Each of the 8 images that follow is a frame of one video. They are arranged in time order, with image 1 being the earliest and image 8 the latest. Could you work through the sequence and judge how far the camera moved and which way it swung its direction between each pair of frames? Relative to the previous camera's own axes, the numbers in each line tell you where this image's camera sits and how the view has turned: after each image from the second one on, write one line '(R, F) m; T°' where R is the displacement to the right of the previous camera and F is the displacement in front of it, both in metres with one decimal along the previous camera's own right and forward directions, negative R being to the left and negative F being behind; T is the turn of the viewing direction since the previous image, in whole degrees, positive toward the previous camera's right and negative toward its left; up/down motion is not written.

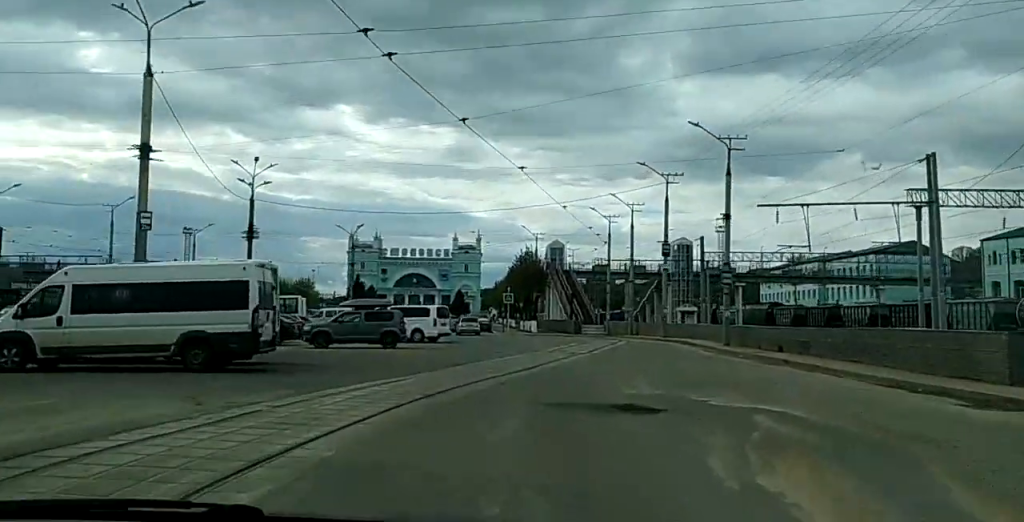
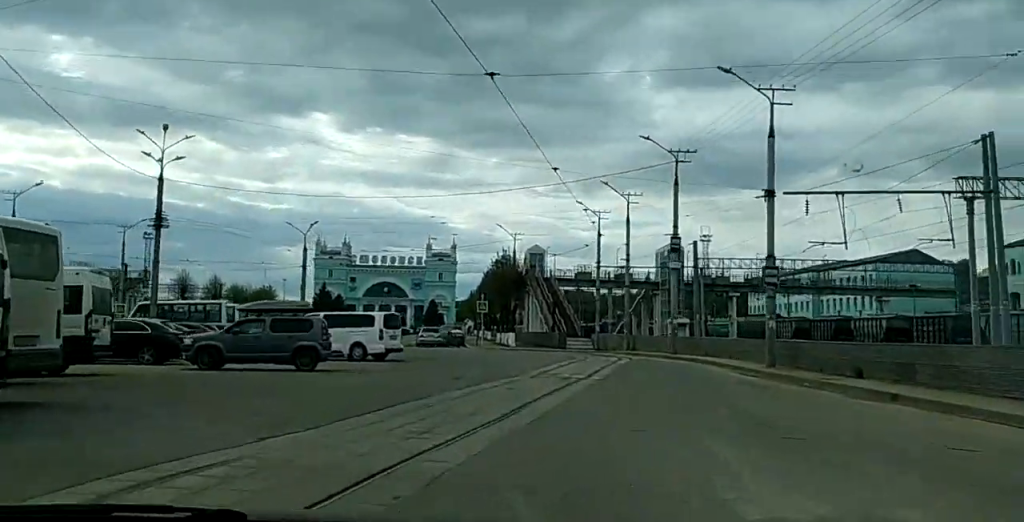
(0.0, +11.0) m; 0°
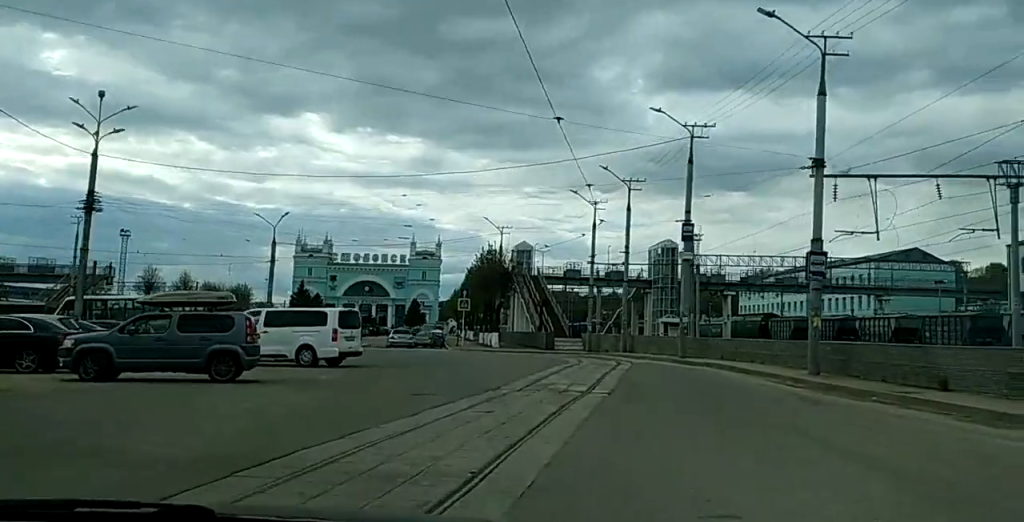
(0.0, +6.1) m; 0°
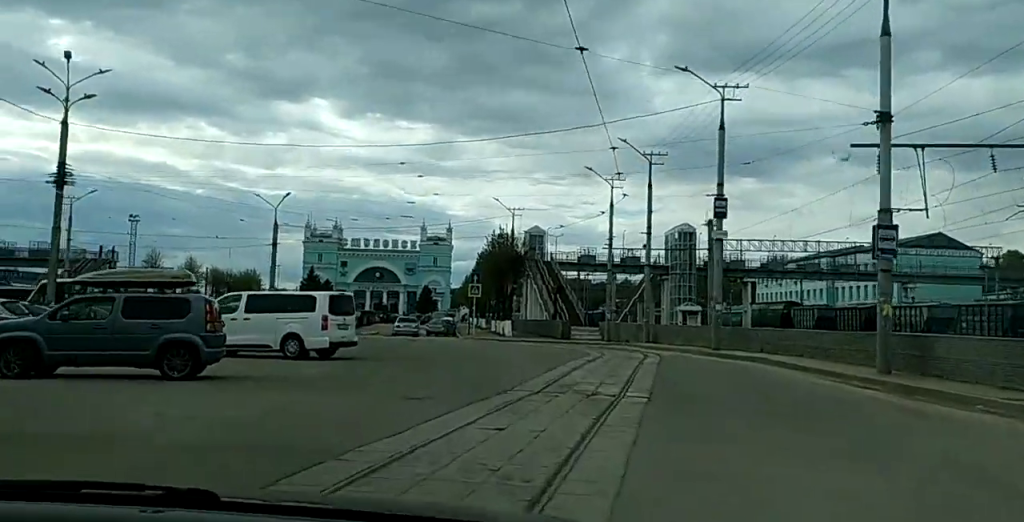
(0.0, +4.2) m; 0°
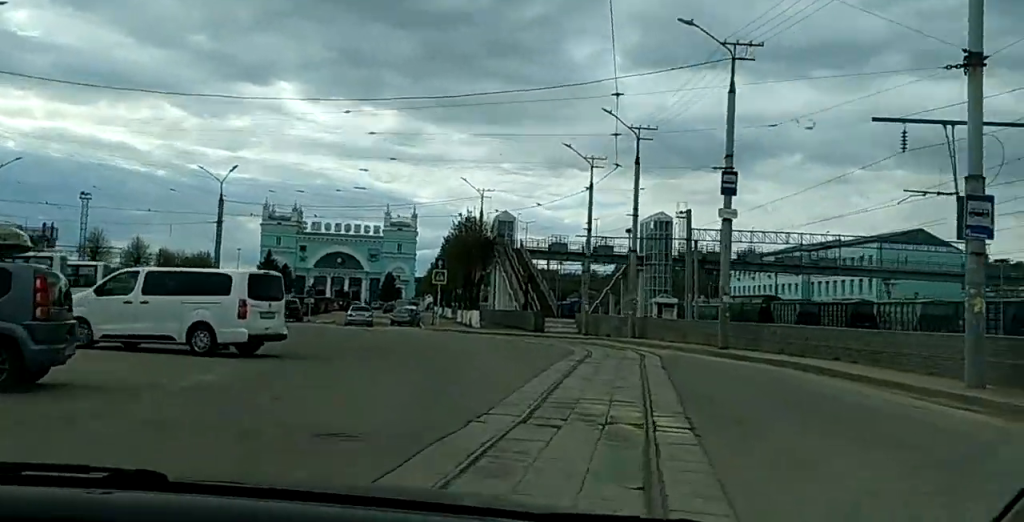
(0.0, +5.2) m; -1°
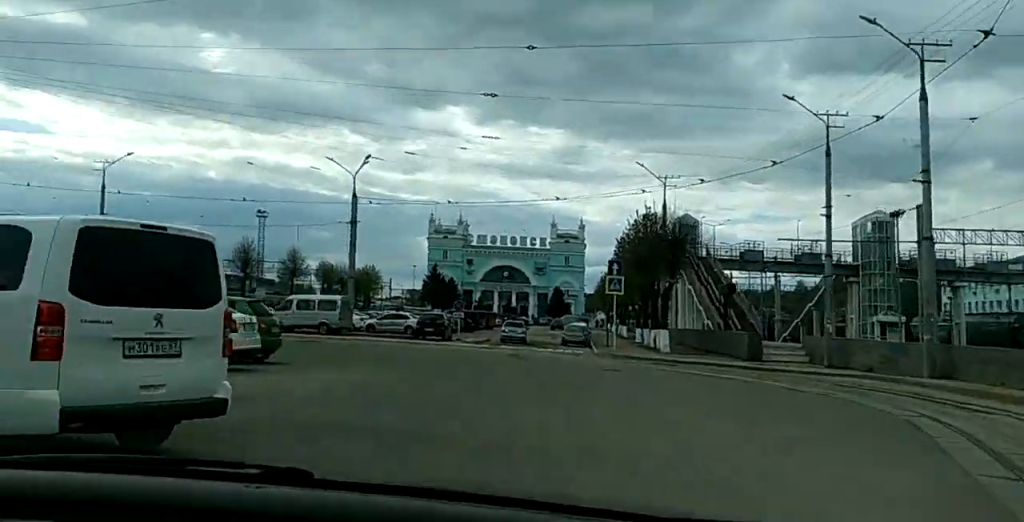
(-0.6, +15.0) m; -5°
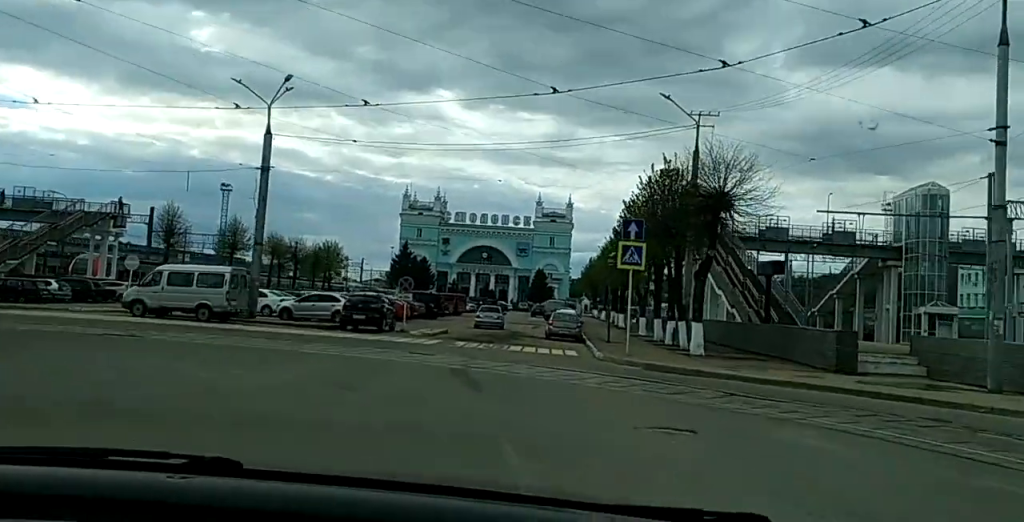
(-0.1, +15.3) m; -1°
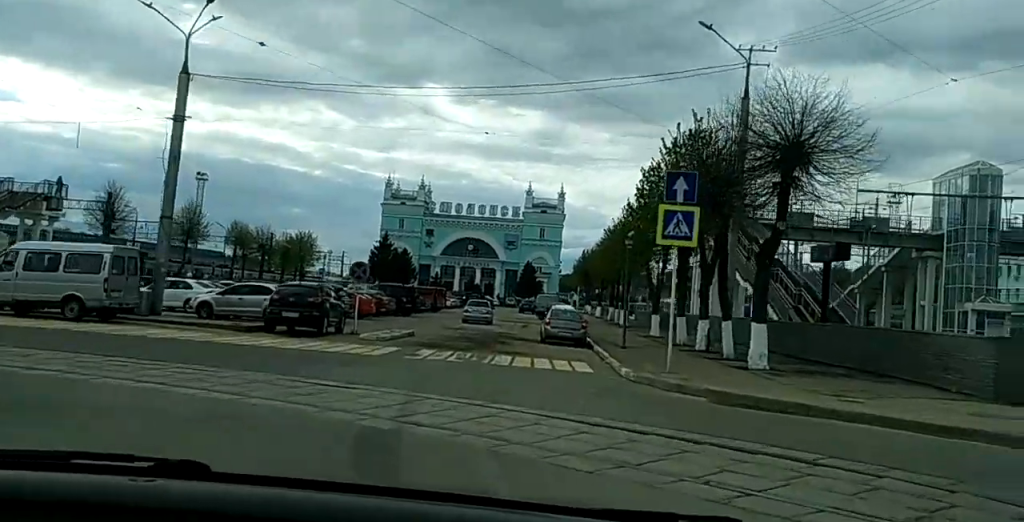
(0.0, +9.9) m; 0°
